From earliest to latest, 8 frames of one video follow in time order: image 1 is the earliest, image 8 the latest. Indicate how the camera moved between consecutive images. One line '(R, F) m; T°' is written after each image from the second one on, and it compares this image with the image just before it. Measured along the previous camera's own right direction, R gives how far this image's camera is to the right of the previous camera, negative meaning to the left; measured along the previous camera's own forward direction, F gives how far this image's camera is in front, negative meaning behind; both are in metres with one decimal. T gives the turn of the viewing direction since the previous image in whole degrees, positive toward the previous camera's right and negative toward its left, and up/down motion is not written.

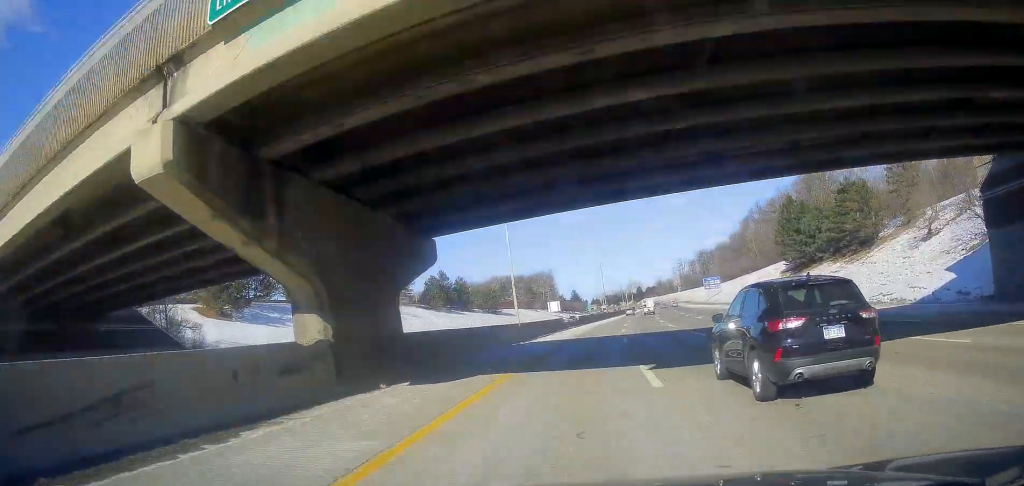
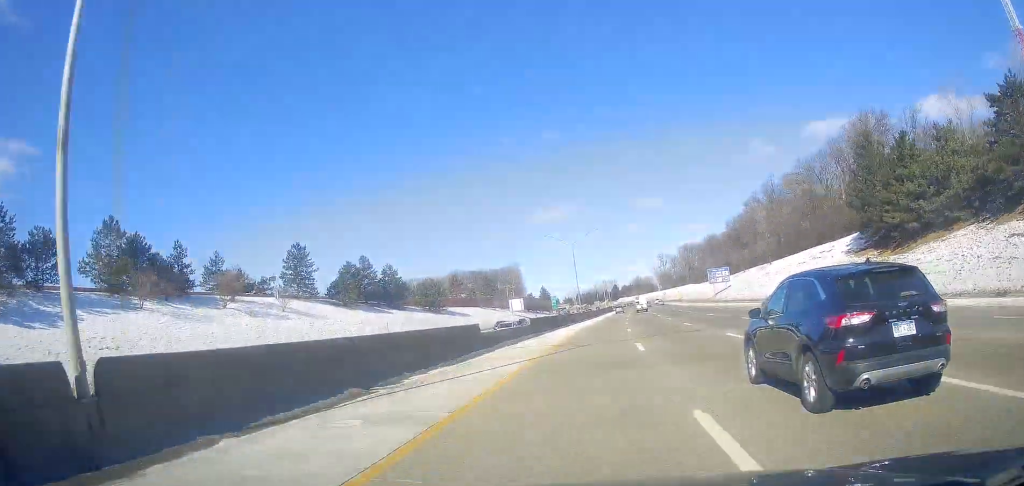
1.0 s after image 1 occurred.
(-1.0, +39.4) m; -1°
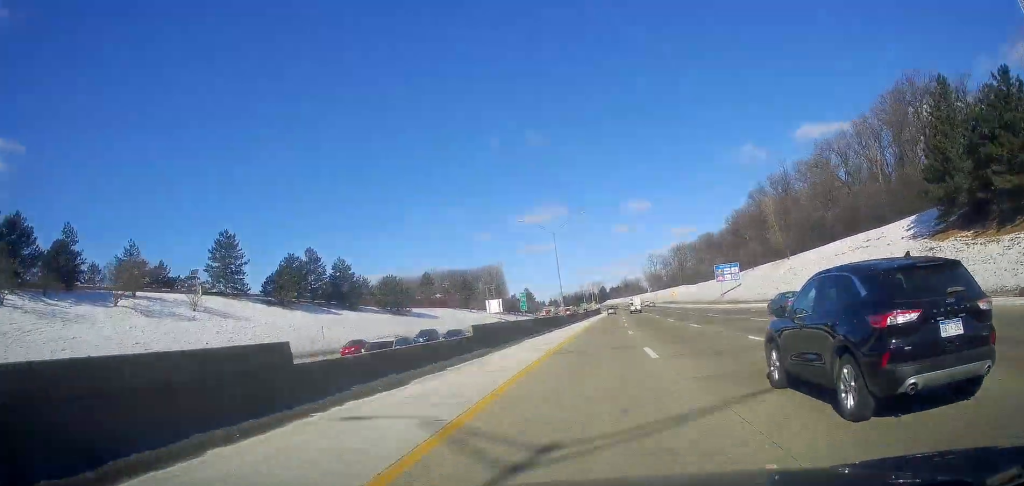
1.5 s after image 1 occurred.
(+0.3, +18.8) m; 0°
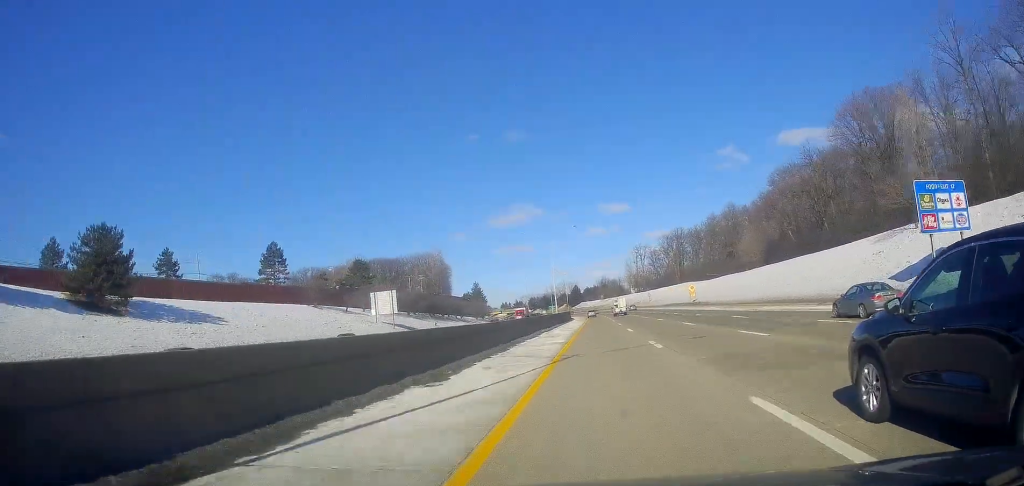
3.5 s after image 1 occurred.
(+0.6, +74.1) m; +2°
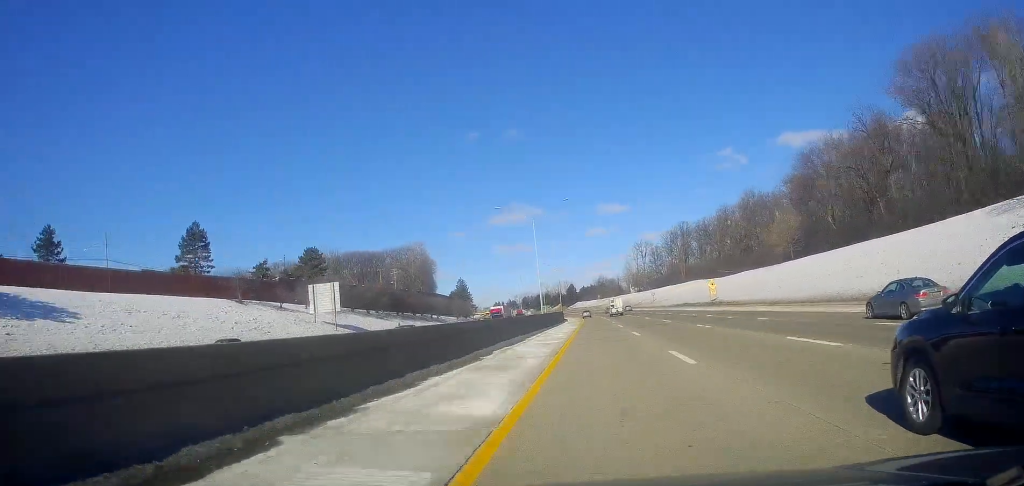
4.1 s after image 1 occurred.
(+0.2, +22.0) m; 0°
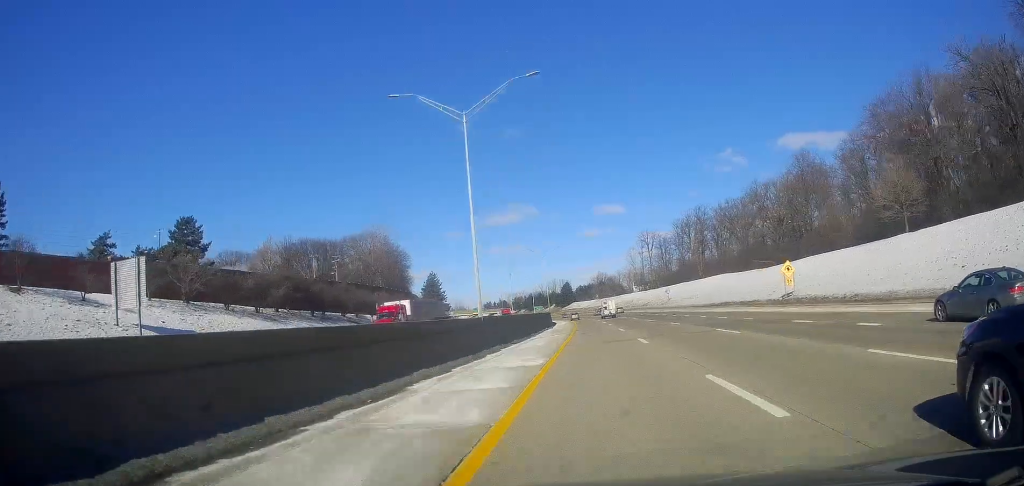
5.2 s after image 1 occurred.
(0.0, +37.1) m; 0°
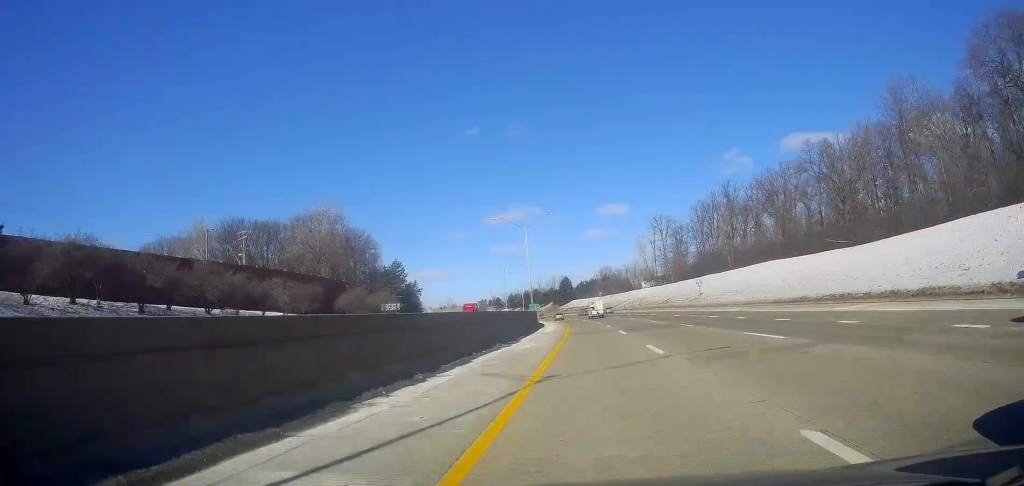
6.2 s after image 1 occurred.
(-0.2, +36.1) m; -1°
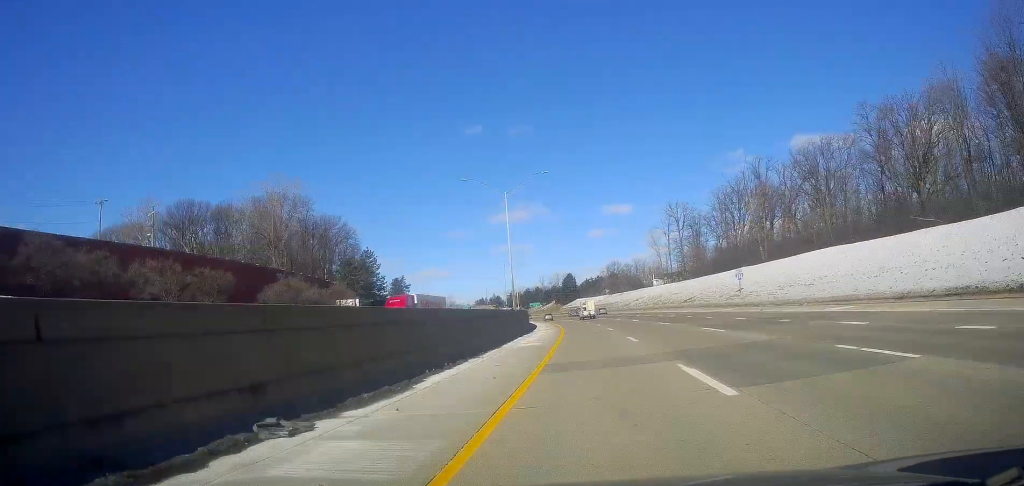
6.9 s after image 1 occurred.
(0.0, +23.2) m; -1°
